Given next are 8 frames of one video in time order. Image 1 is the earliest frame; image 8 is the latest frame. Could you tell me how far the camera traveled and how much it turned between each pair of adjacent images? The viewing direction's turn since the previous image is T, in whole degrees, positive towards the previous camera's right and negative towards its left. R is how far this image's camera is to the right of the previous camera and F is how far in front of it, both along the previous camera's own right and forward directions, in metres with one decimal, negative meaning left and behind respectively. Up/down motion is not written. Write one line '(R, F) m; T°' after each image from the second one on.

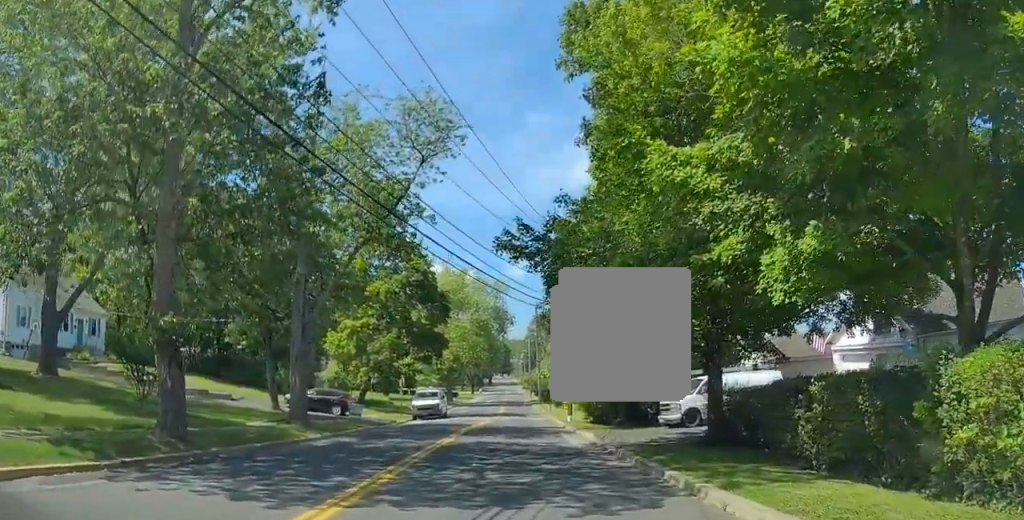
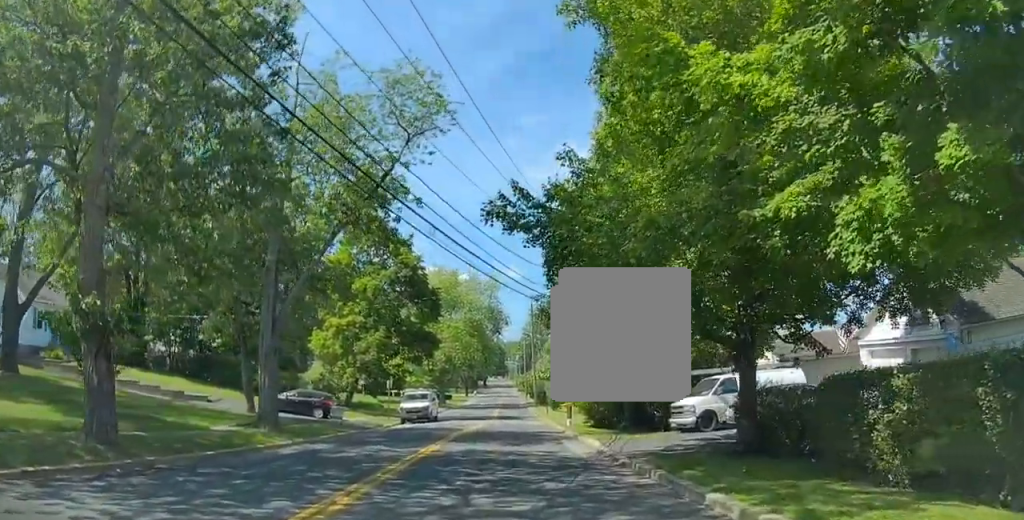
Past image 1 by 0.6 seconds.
(-0.1, +2.0) m; +1°
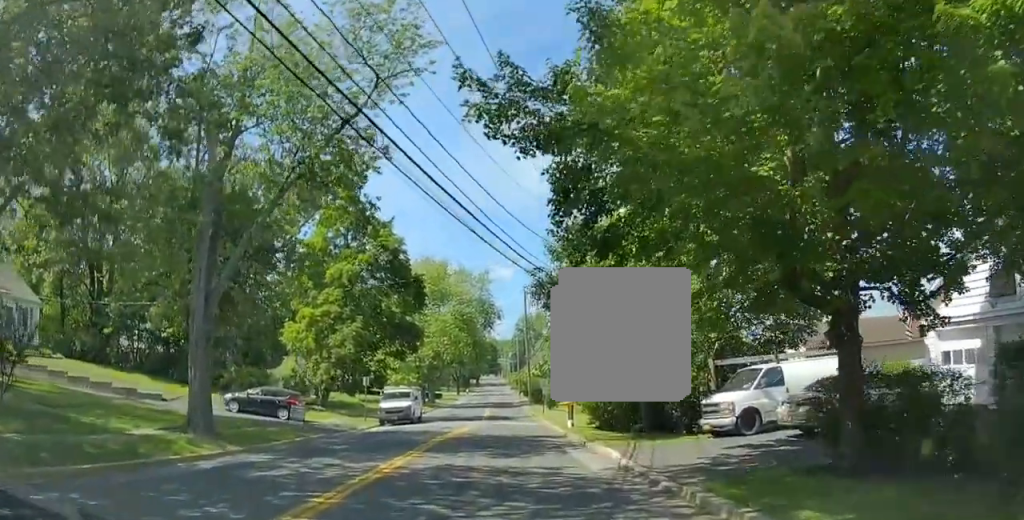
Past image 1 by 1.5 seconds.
(+0.1, +3.8) m; +3°
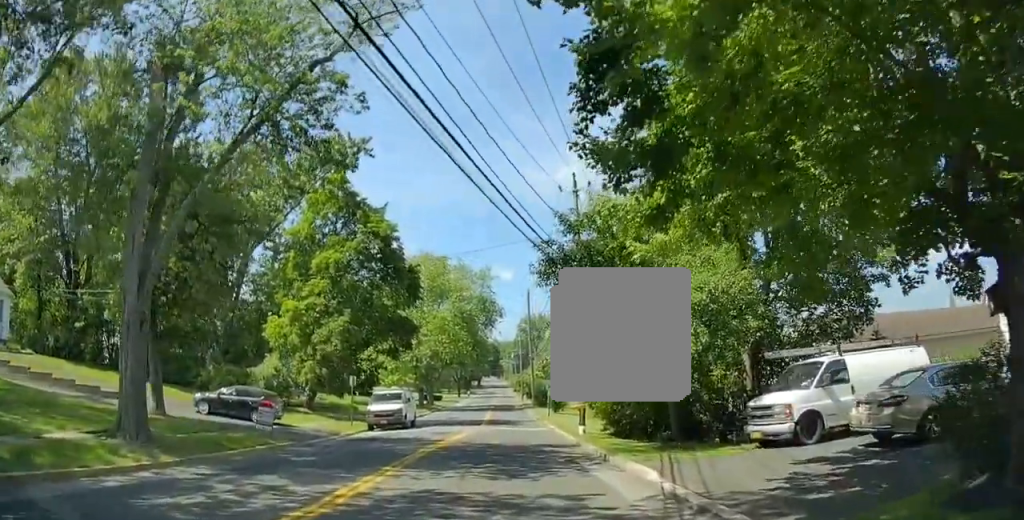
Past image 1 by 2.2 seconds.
(+0.1, +3.2) m; +1°
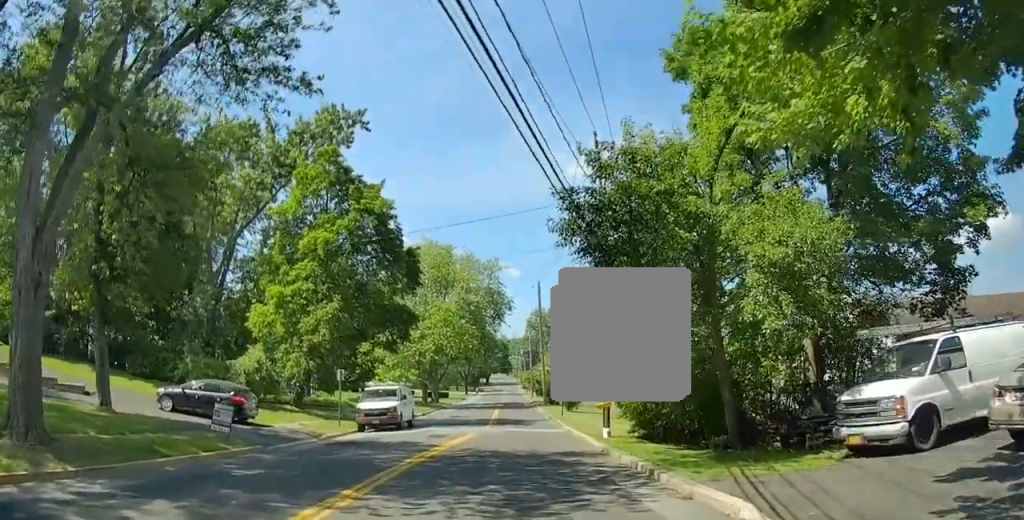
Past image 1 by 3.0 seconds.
(0.0, +3.5) m; 0°
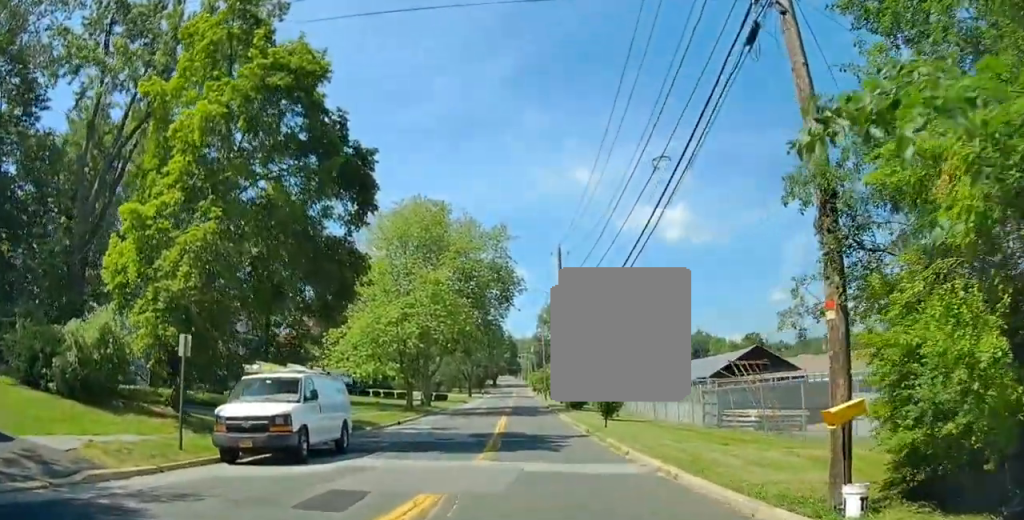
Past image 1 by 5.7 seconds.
(0.0, +14.1) m; 0°
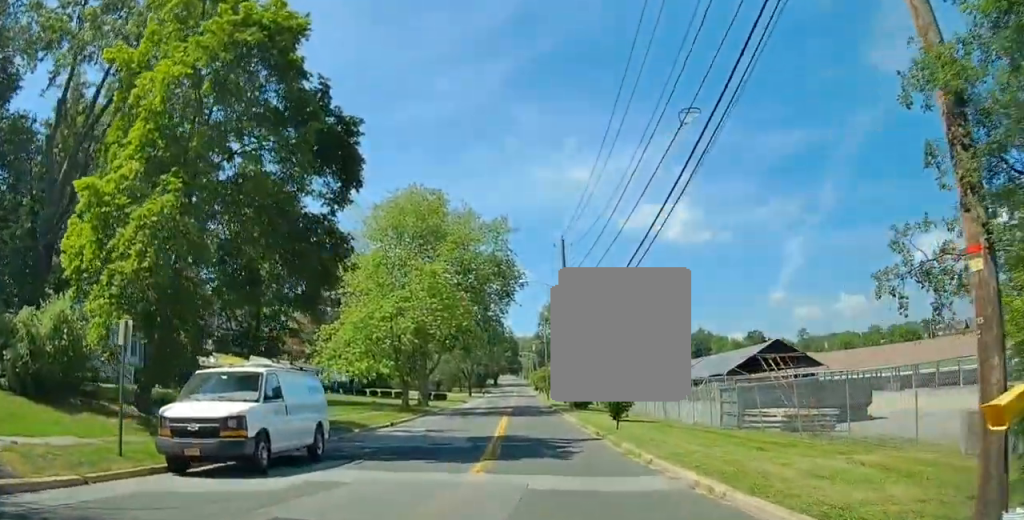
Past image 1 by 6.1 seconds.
(0.0, +2.3) m; +1°
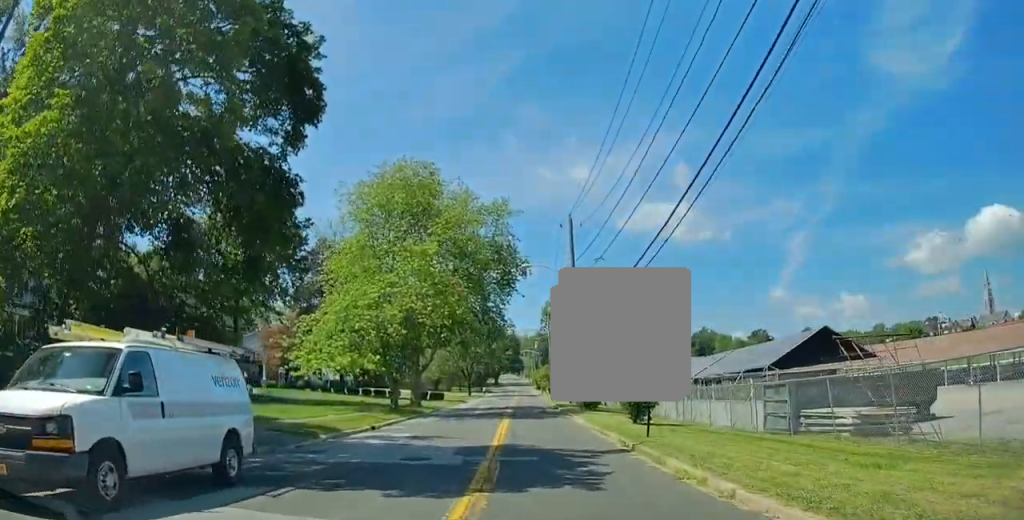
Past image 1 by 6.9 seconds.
(0.0, +4.8) m; +2°
